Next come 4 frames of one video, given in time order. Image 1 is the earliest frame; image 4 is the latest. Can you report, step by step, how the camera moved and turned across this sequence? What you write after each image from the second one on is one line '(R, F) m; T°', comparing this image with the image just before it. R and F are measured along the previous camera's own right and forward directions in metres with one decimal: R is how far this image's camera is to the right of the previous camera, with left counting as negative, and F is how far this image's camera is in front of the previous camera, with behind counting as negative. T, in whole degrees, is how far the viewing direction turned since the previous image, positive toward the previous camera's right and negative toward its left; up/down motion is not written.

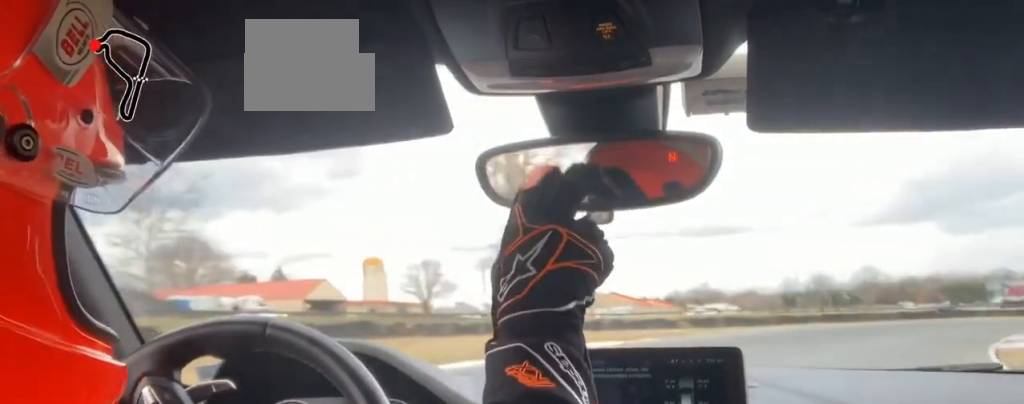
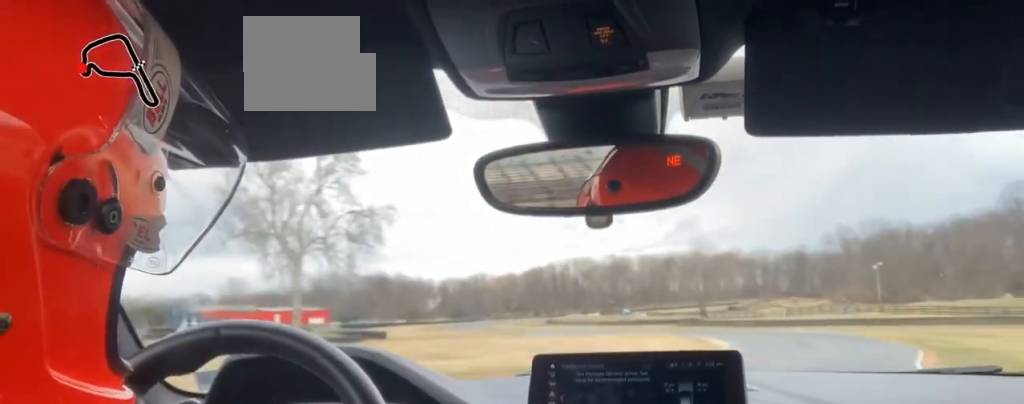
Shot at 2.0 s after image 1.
(+25.2, +45.0) m; +49°
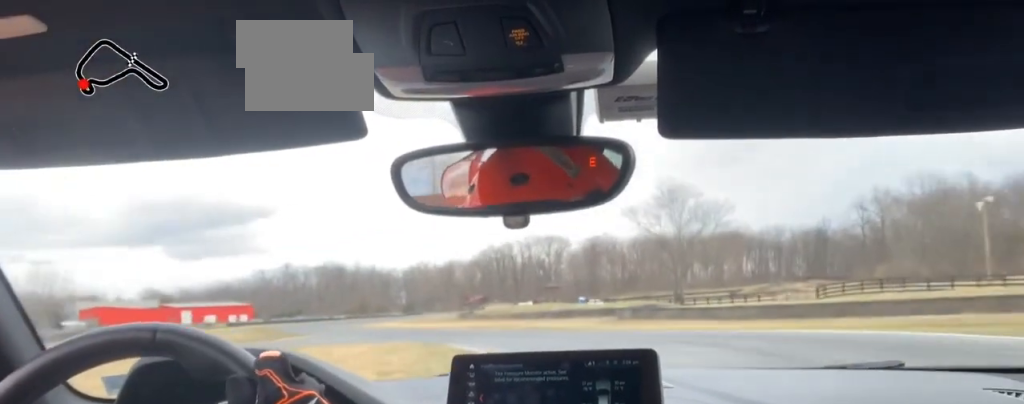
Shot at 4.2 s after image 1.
(+5.7, +64.2) m; -2°
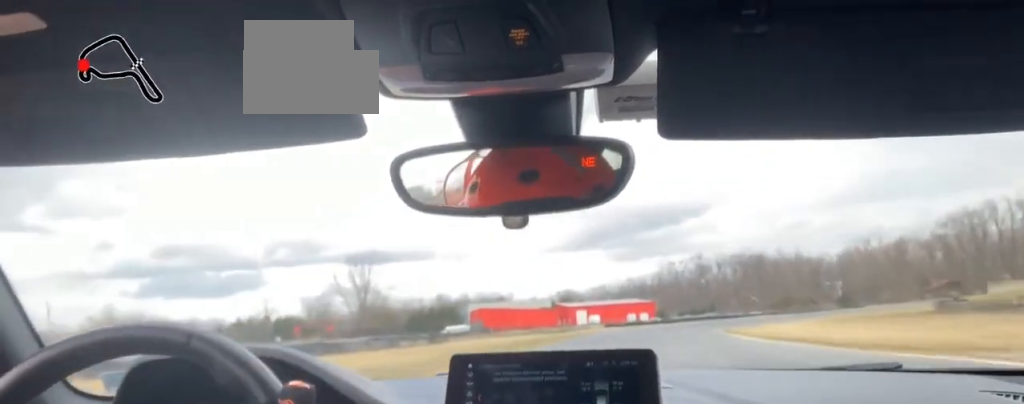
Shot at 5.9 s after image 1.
(-0.8, +52.8) m; -7°
